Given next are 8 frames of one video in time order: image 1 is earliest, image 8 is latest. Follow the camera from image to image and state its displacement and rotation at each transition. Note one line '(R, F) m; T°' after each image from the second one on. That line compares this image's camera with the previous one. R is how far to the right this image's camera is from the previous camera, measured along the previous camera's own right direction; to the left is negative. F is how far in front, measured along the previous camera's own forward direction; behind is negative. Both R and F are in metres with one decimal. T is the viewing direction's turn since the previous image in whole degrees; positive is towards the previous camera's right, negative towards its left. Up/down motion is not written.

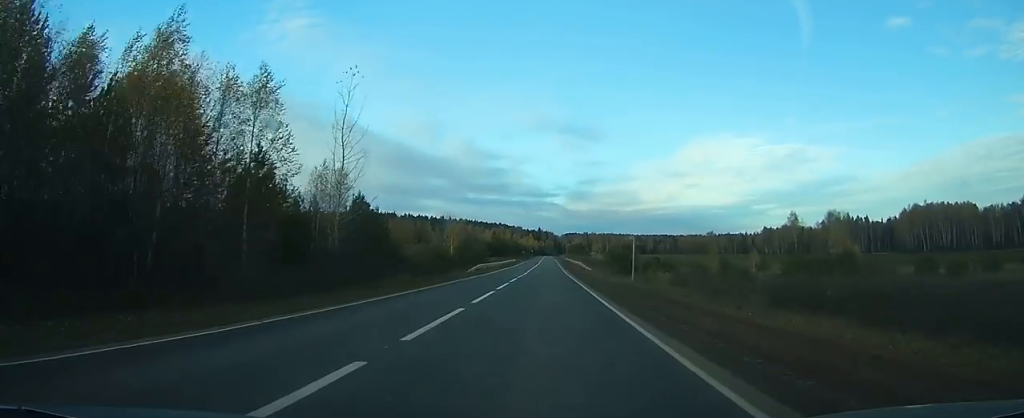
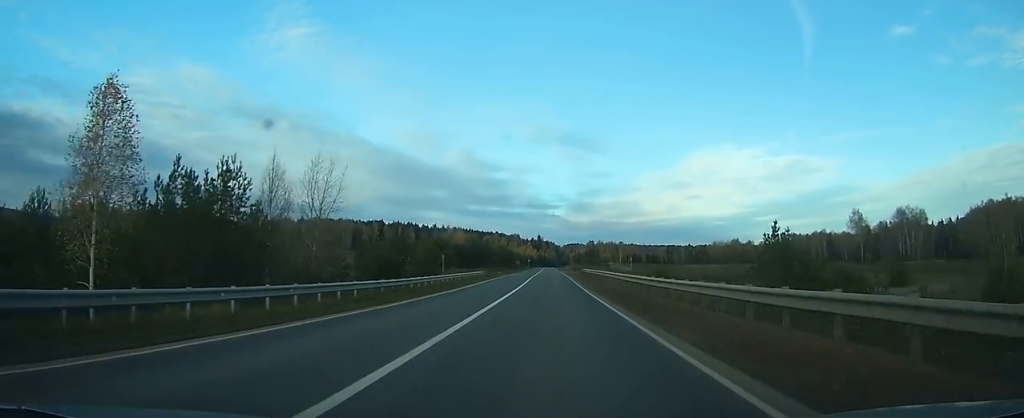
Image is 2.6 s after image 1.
(0.0, +72.1) m; 0°
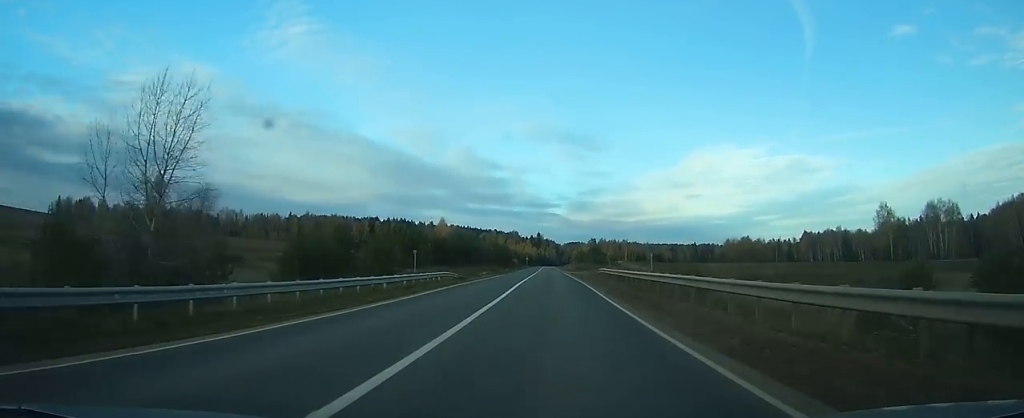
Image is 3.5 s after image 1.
(0.0, +24.3) m; 0°
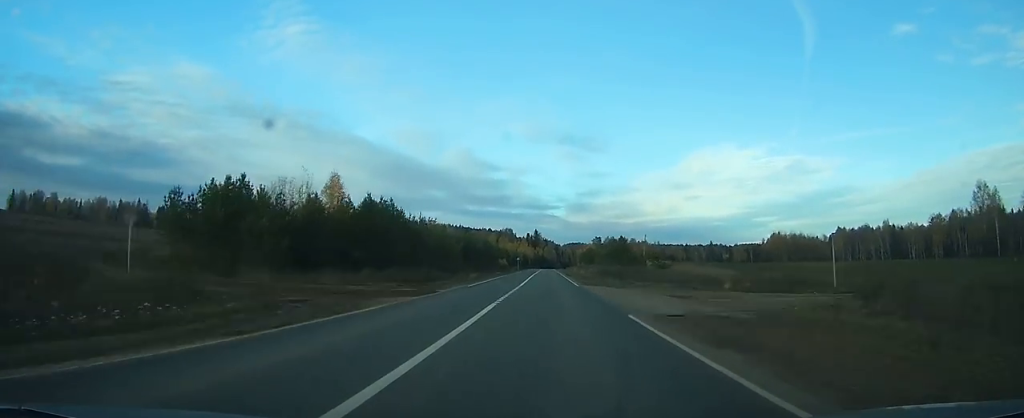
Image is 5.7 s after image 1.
(+0.1, +63.7) m; 0°
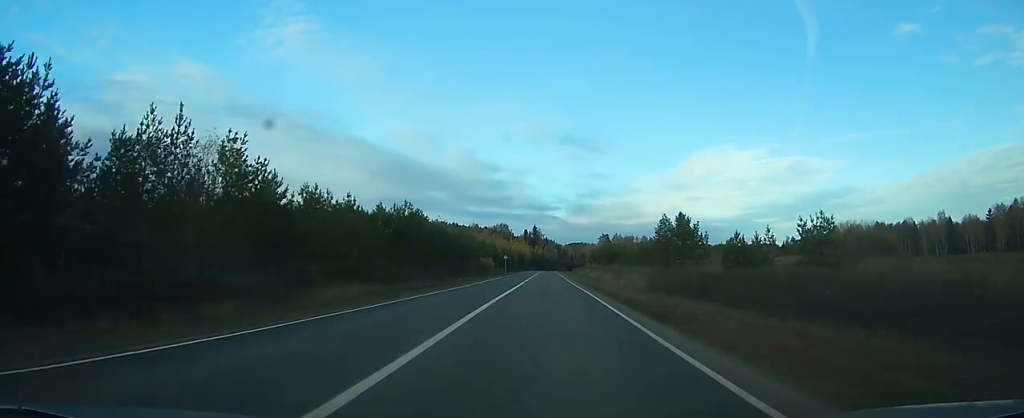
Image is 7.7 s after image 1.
(+0.1, +54.7) m; 0°
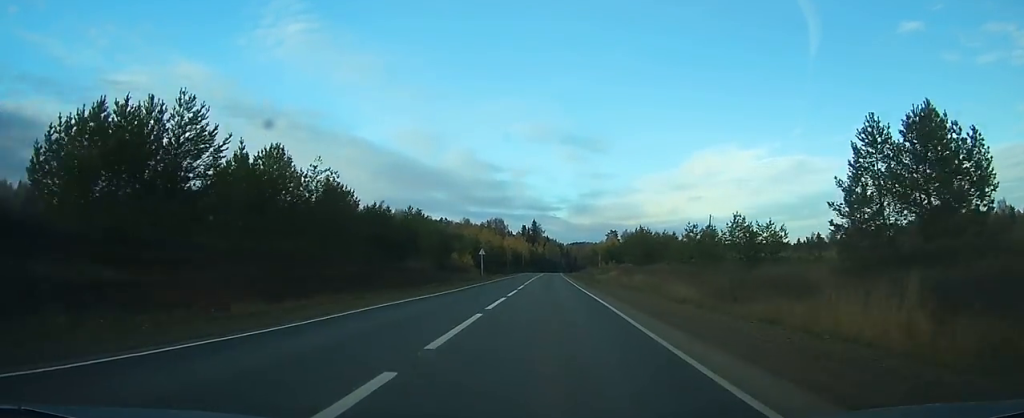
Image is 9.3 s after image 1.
(0.0, +47.1) m; 0°
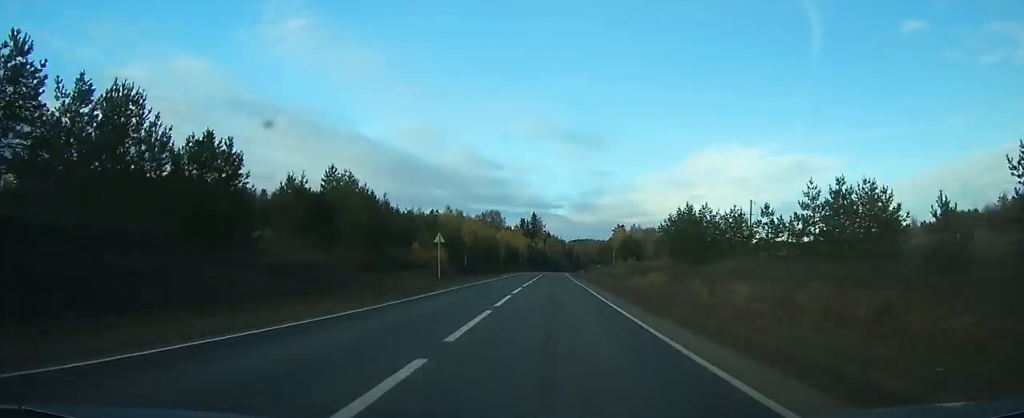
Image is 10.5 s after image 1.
(-0.1, +31.9) m; 0°
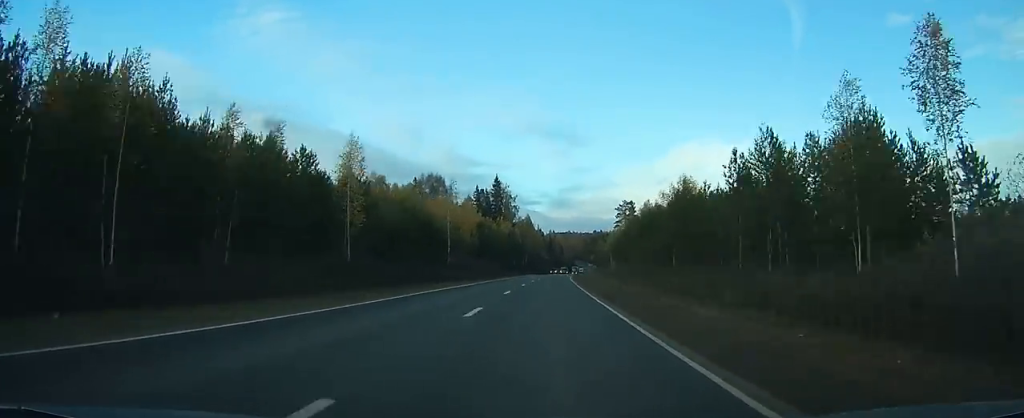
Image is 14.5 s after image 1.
(+0.8, +111.8) m; +1°
